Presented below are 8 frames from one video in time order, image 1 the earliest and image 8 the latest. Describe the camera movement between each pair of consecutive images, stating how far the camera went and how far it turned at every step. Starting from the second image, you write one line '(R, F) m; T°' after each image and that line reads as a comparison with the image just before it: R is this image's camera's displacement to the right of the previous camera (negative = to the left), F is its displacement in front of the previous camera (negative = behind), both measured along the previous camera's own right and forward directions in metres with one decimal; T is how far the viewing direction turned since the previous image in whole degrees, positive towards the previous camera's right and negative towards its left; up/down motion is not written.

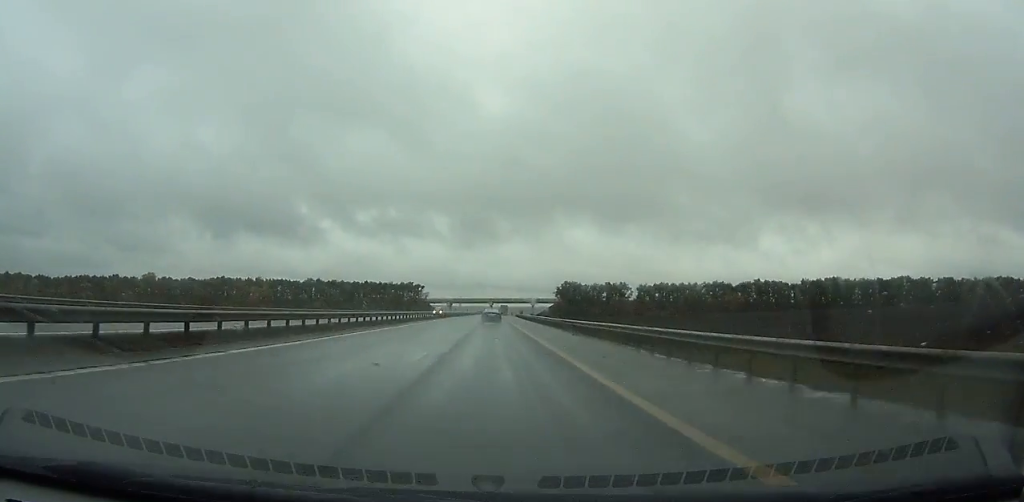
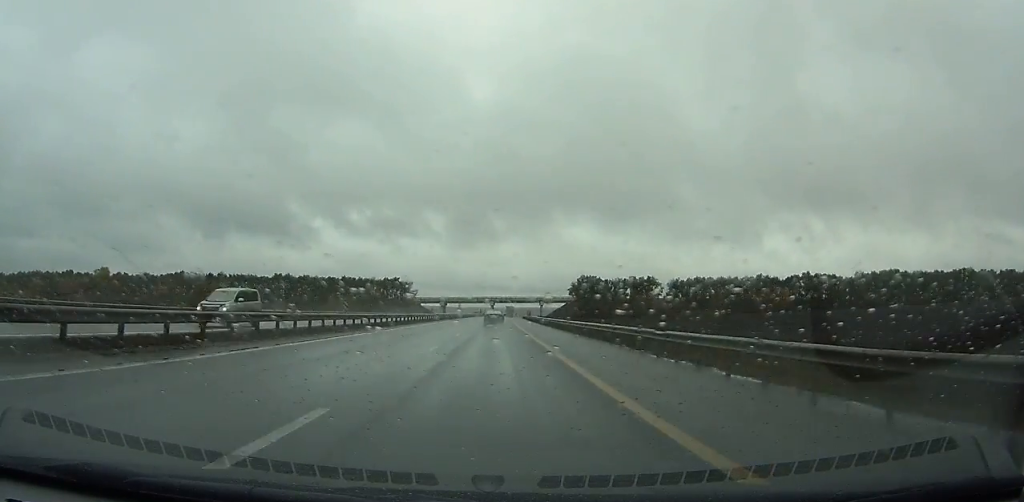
(+0.1, +44.9) m; 0°
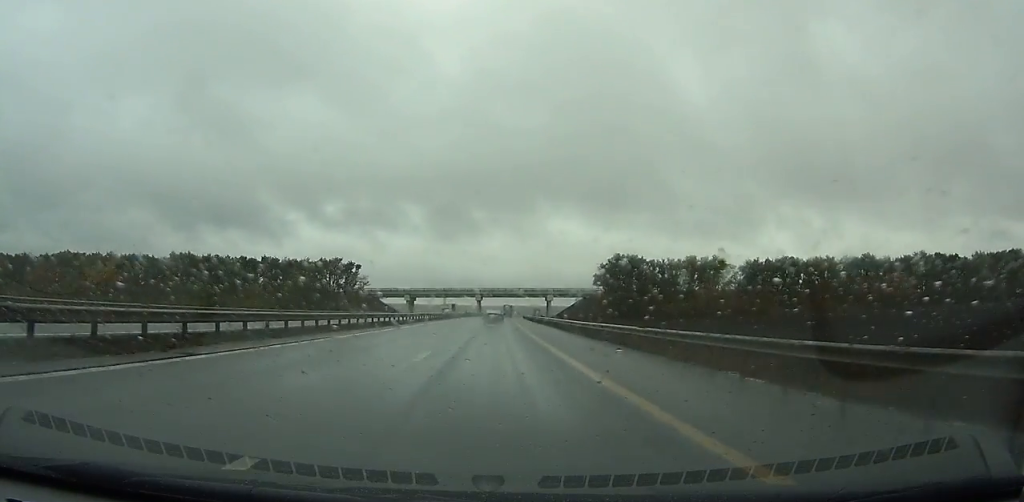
(+0.5, +74.9) m; +1°
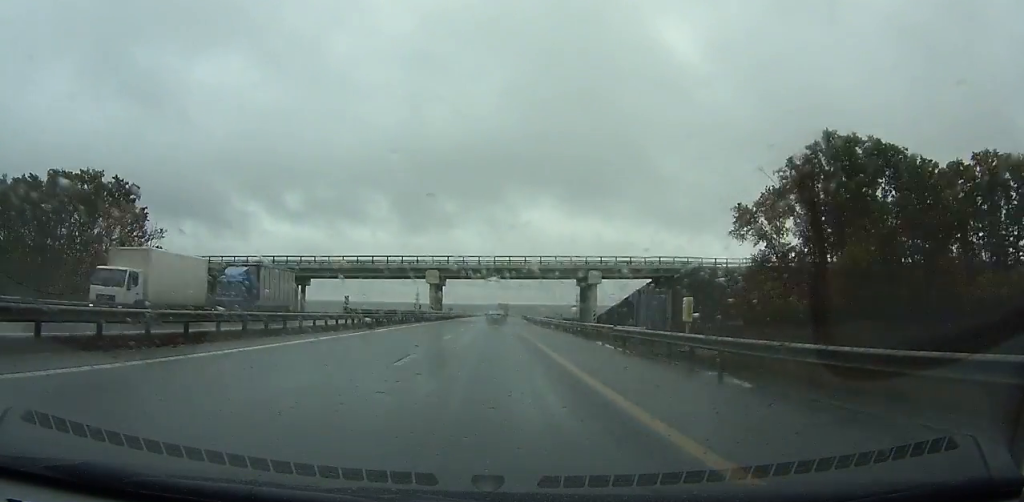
(+1.4, +98.4) m; +1°
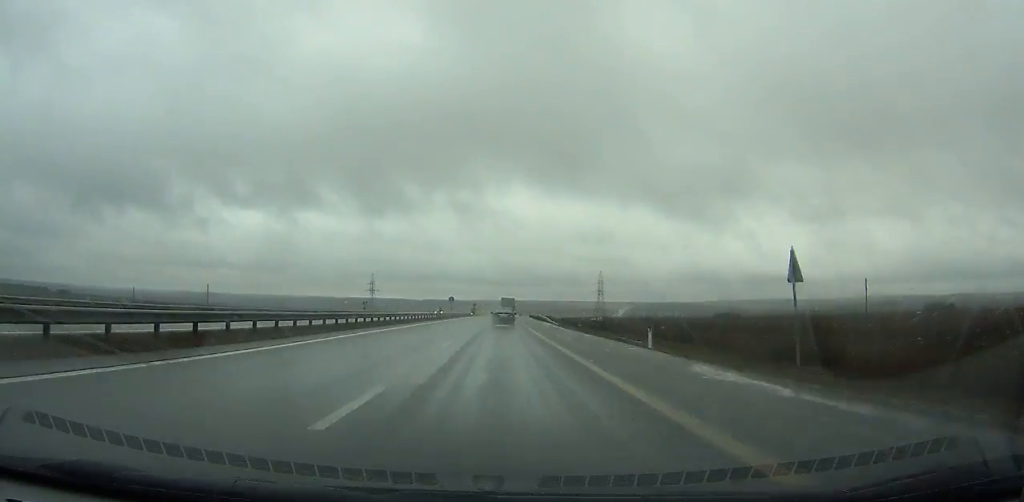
(+1.5, +137.0) m; +1°
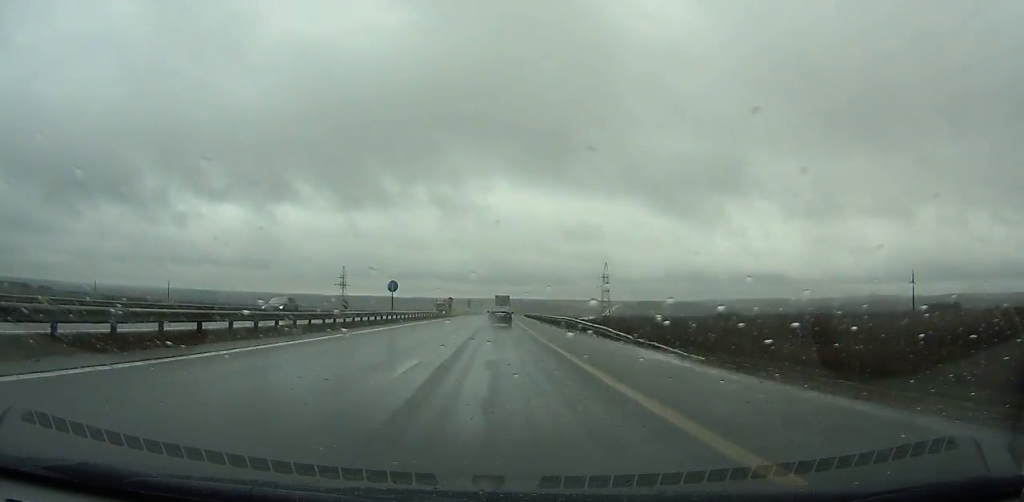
(+0.5, +41.9) m; +1°
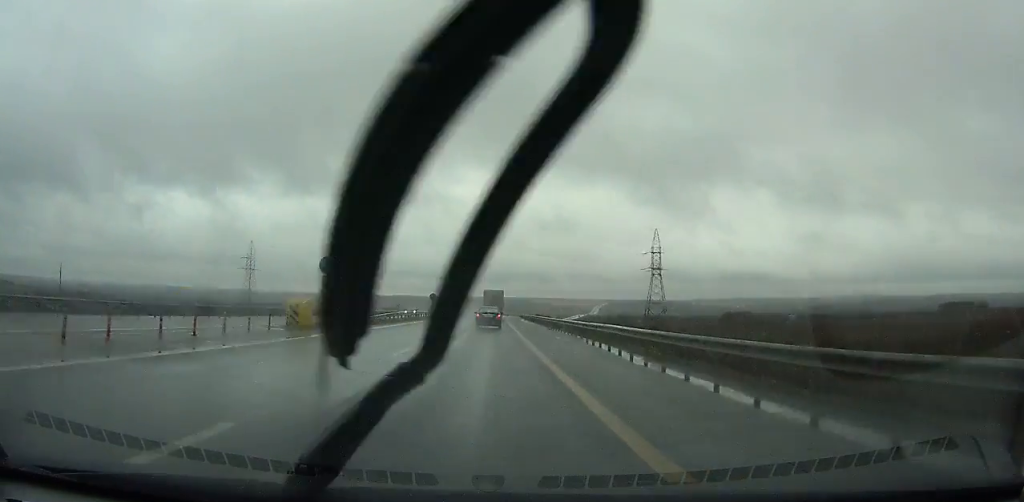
(+1.1, +102.0) m; +2°
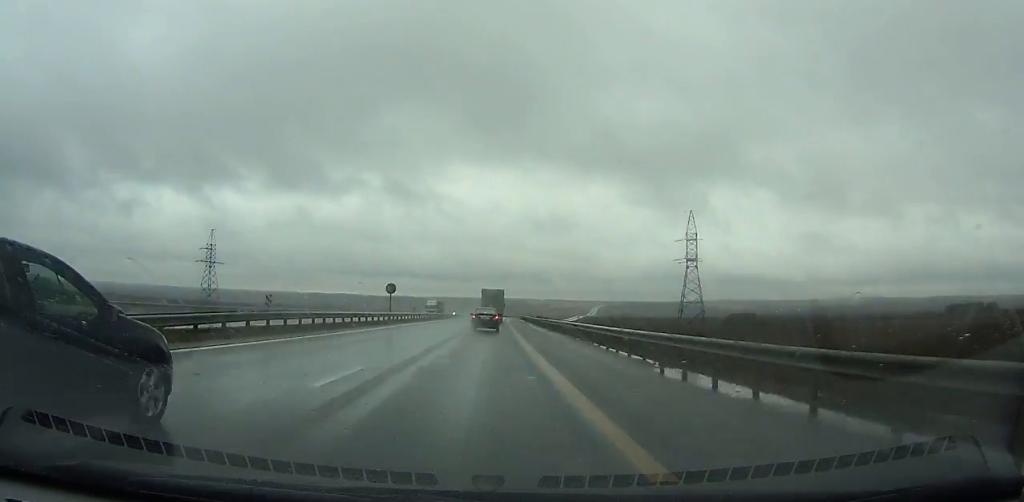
(+0.4, +29.3) m; 0°
